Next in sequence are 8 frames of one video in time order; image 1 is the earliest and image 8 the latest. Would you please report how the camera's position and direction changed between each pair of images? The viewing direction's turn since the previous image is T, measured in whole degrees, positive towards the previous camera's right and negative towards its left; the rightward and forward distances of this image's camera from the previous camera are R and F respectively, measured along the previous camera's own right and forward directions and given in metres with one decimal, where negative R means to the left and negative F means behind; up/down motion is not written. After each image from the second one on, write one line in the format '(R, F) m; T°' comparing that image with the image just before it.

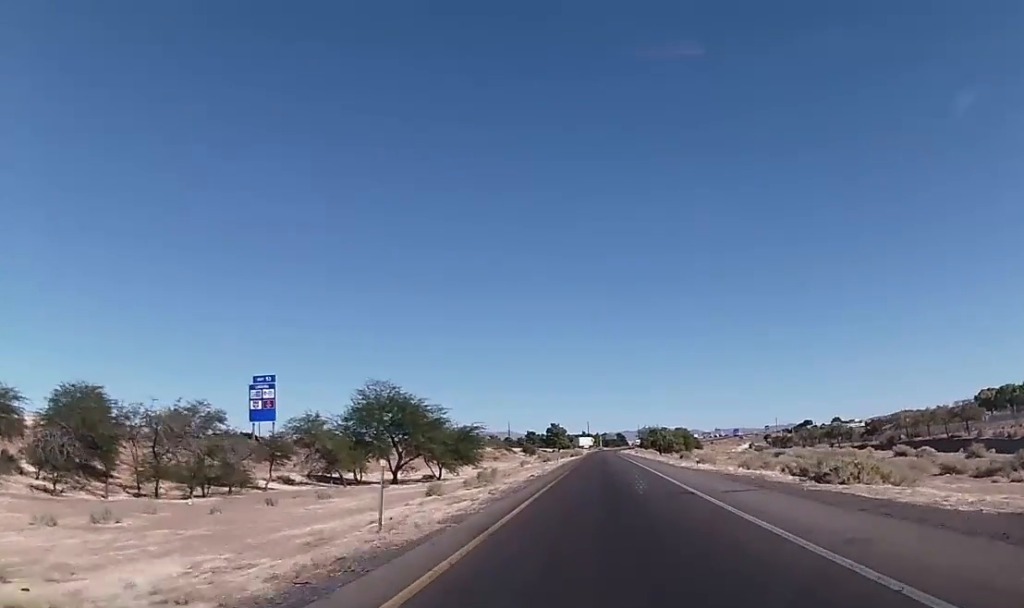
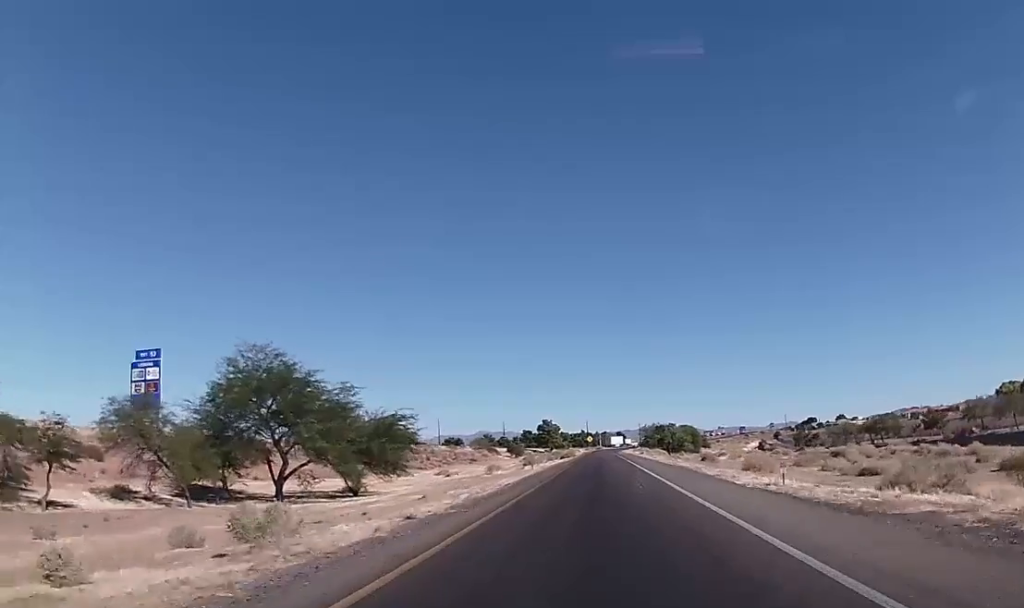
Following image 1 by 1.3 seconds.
(-0.4, +23.5) m; -2°
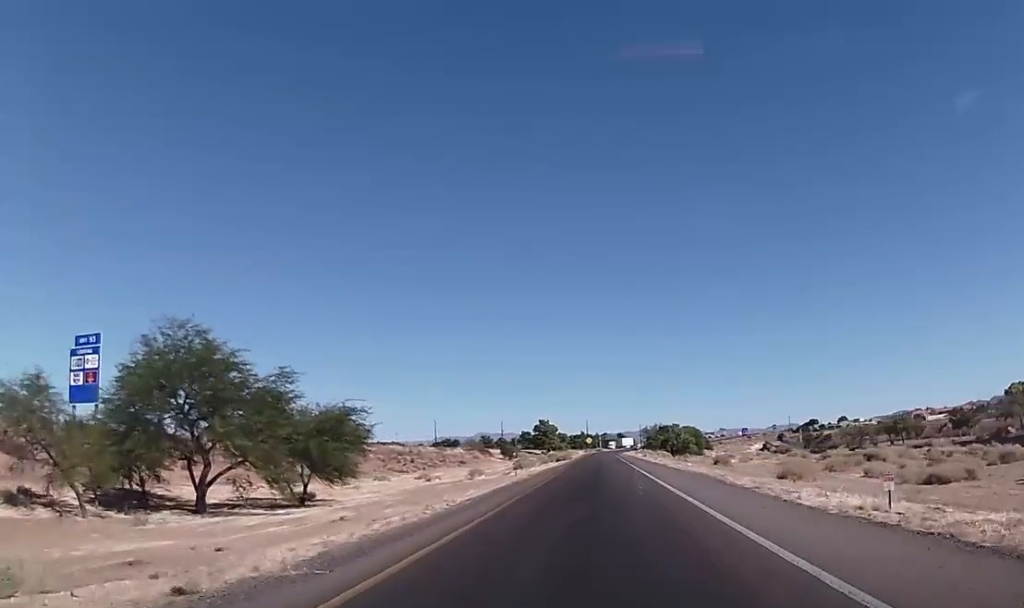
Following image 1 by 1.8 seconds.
(0.0, +8.7) m; 0°
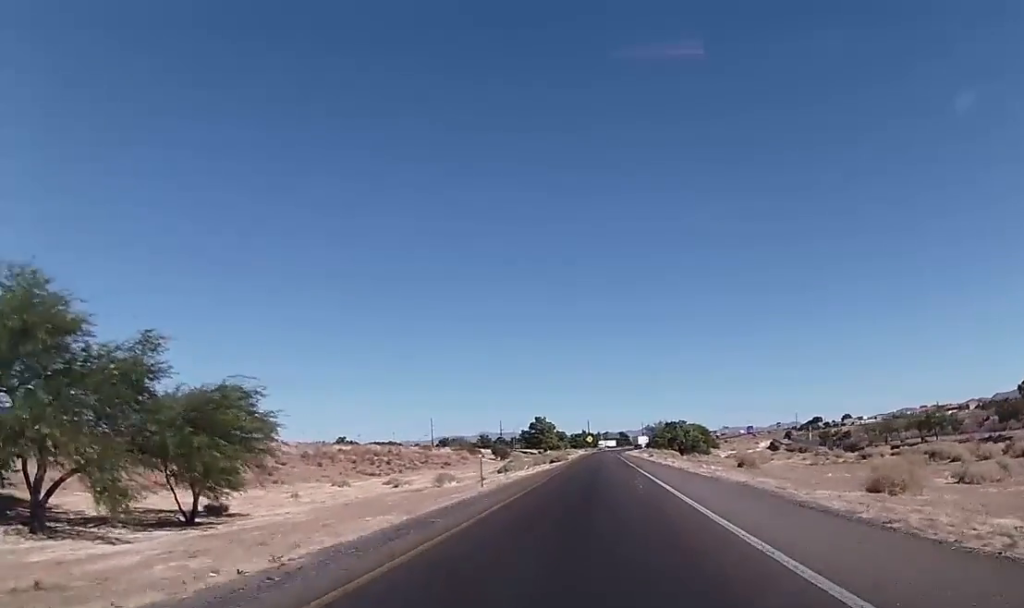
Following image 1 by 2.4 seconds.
(0.0, +11.4) m; 0°
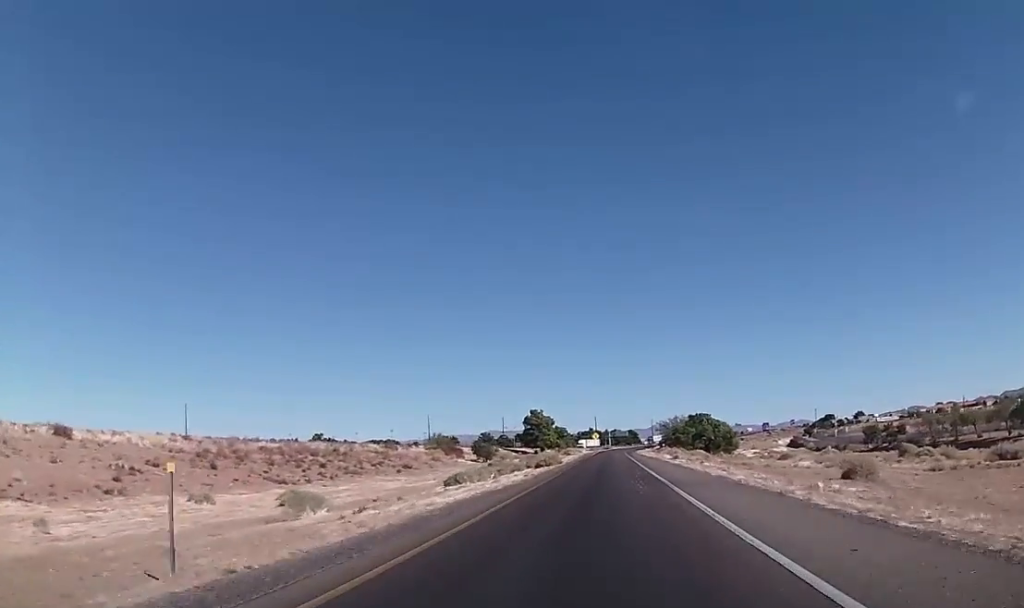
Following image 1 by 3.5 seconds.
(+0.1, +23.0) m; +1°
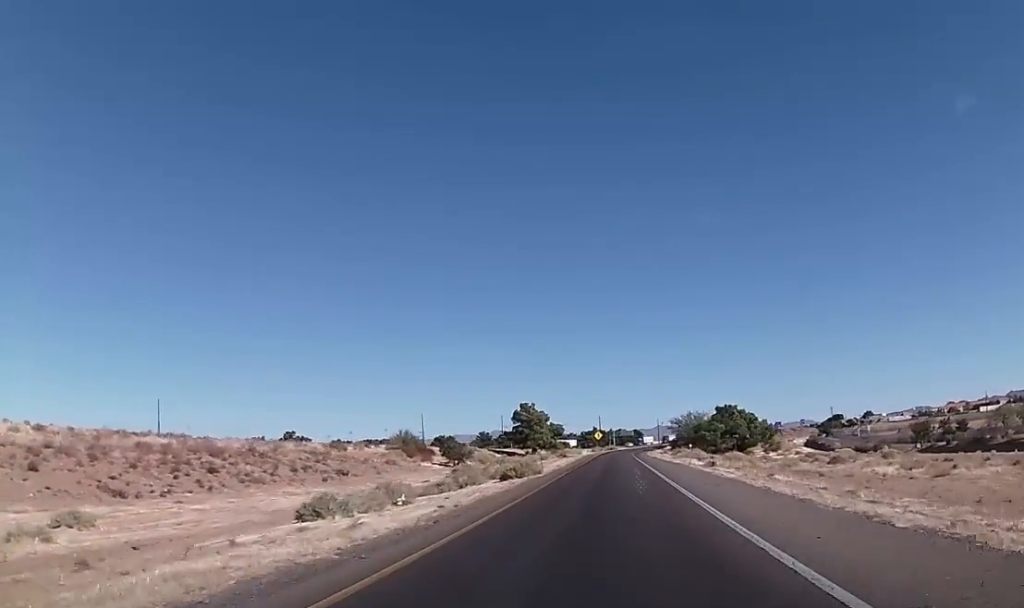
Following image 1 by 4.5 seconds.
(+0.1, +20.3) m; -1°
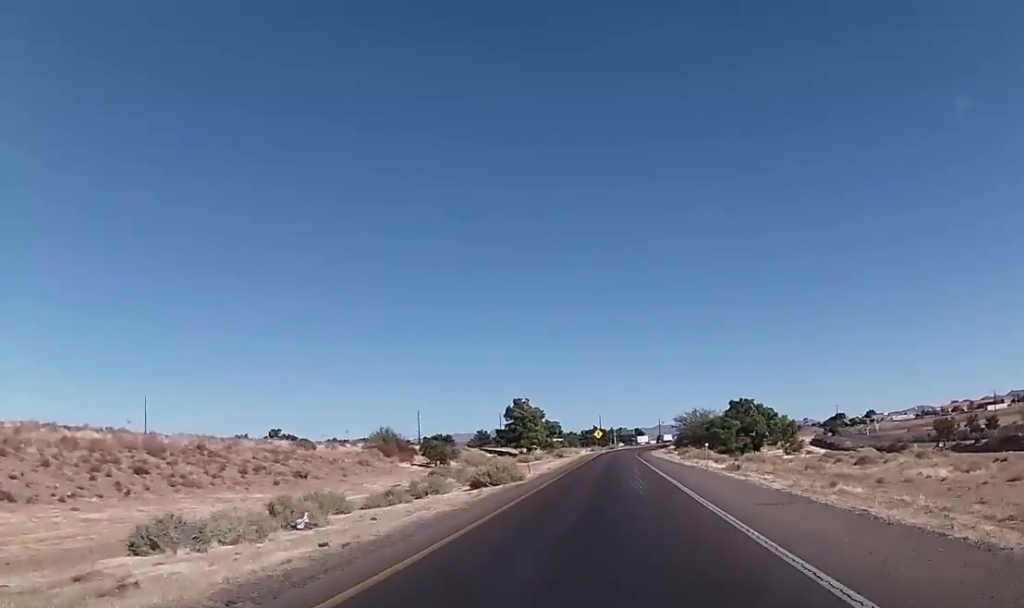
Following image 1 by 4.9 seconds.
(-0.2, +8.2) m; 0°
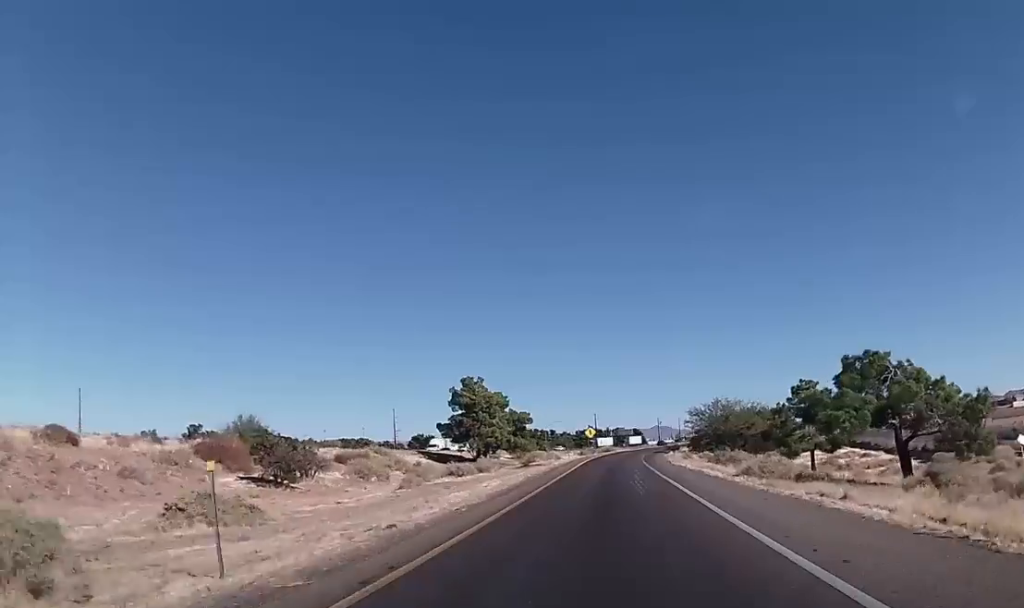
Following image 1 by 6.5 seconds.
(+0.1, +32.2) m; +2°
